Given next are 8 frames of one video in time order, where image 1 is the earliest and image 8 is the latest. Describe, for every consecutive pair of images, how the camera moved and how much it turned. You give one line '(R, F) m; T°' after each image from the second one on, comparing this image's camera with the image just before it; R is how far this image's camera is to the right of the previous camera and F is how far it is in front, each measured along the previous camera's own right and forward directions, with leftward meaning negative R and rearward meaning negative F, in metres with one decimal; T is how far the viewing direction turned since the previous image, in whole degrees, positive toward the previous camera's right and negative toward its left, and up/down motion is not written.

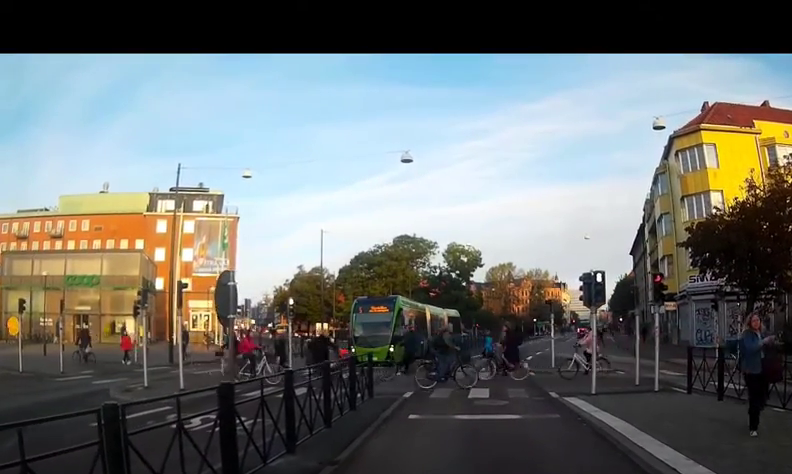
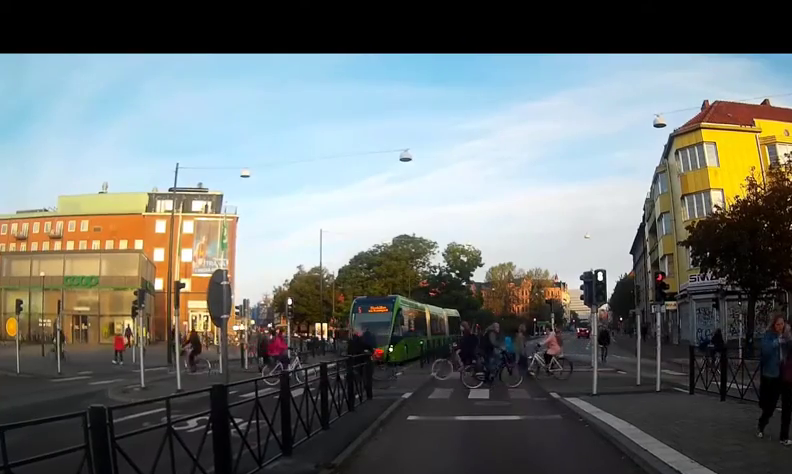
(0.0, 0.0) m; 0°
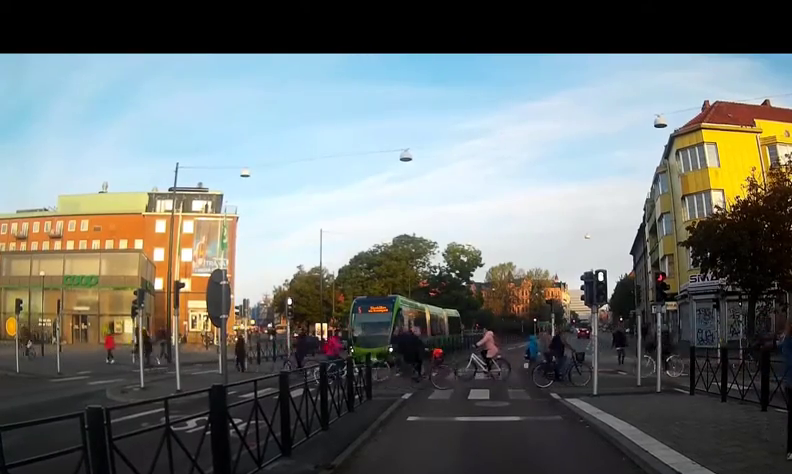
(0.0, 0.0) m; 0°
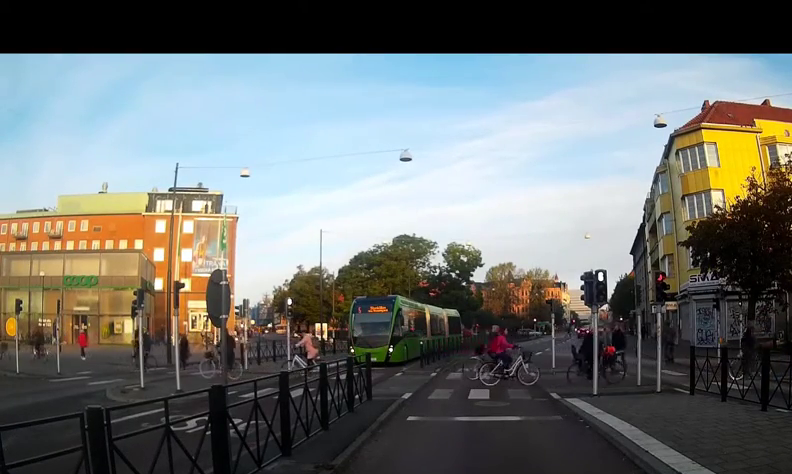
(0.0, 0.0) m; 0°
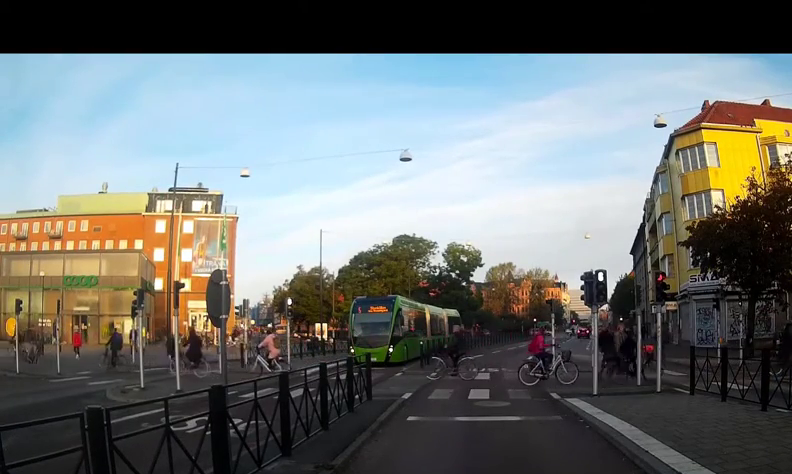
(0.0, 0.0) m; 0°
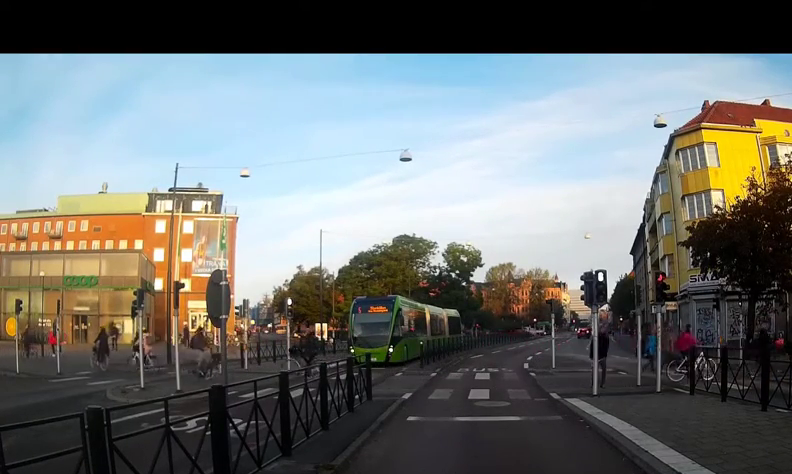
(0.0, 0.0) m; 0°
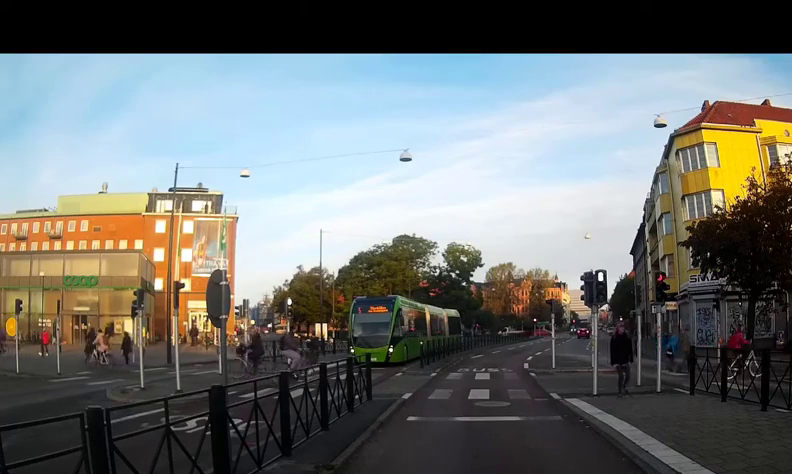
(0.0, 0.0) m; 0°
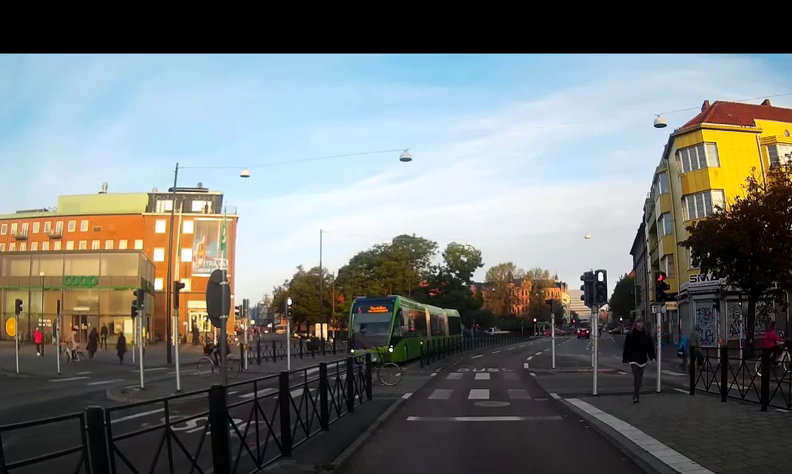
(0.0, 0.0) m; 0°
